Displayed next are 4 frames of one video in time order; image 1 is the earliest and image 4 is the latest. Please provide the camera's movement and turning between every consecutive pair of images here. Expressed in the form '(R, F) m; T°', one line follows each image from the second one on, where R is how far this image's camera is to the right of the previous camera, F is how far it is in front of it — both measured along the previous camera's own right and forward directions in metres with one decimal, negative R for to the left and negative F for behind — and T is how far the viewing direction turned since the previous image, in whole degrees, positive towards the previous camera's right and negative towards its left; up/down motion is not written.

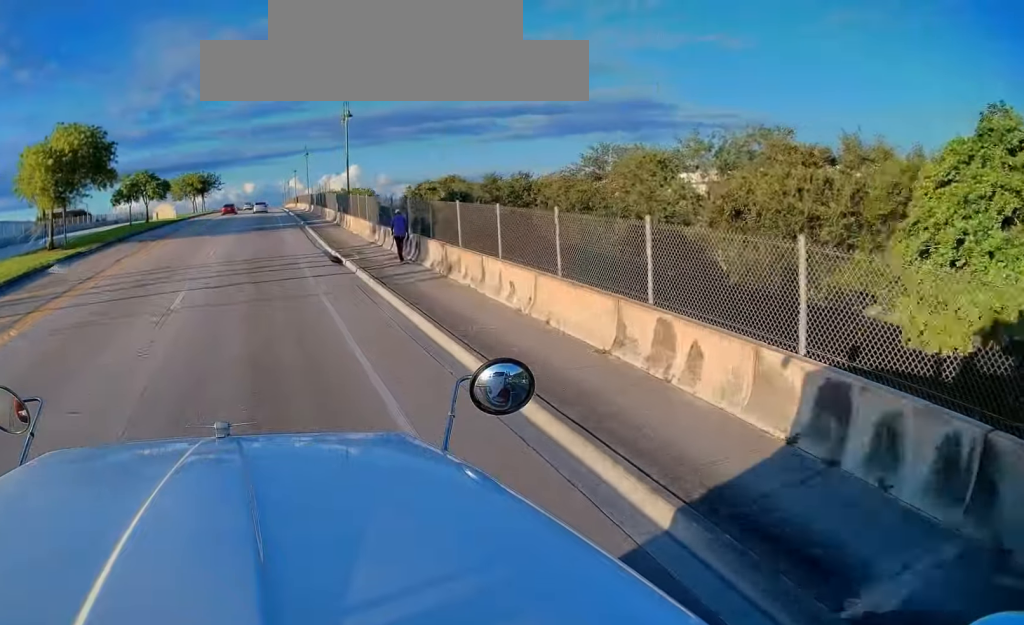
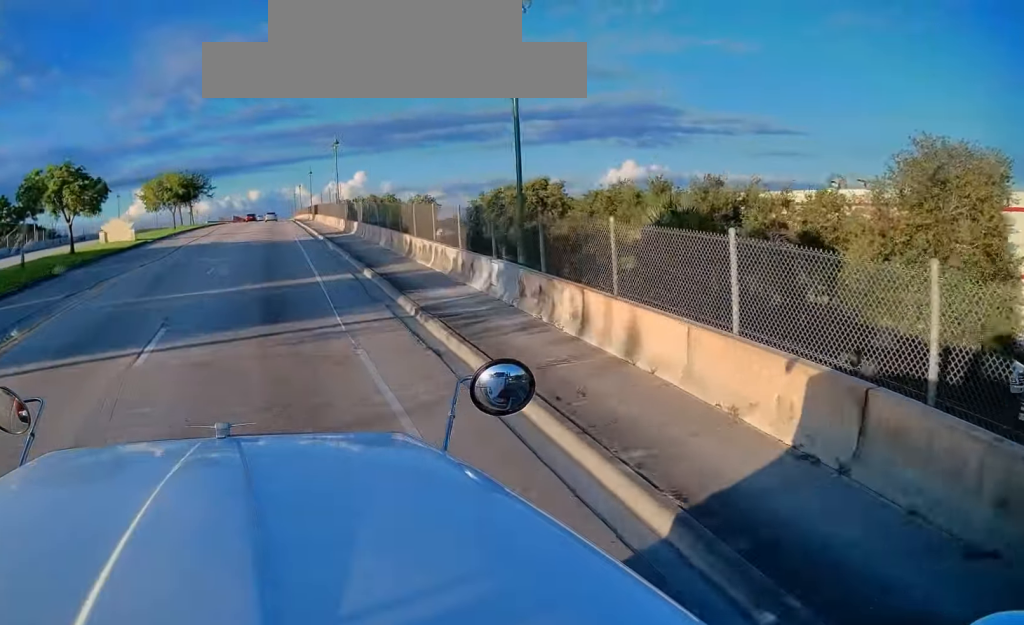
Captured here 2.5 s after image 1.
(-0.3, +31.0) m; 0°
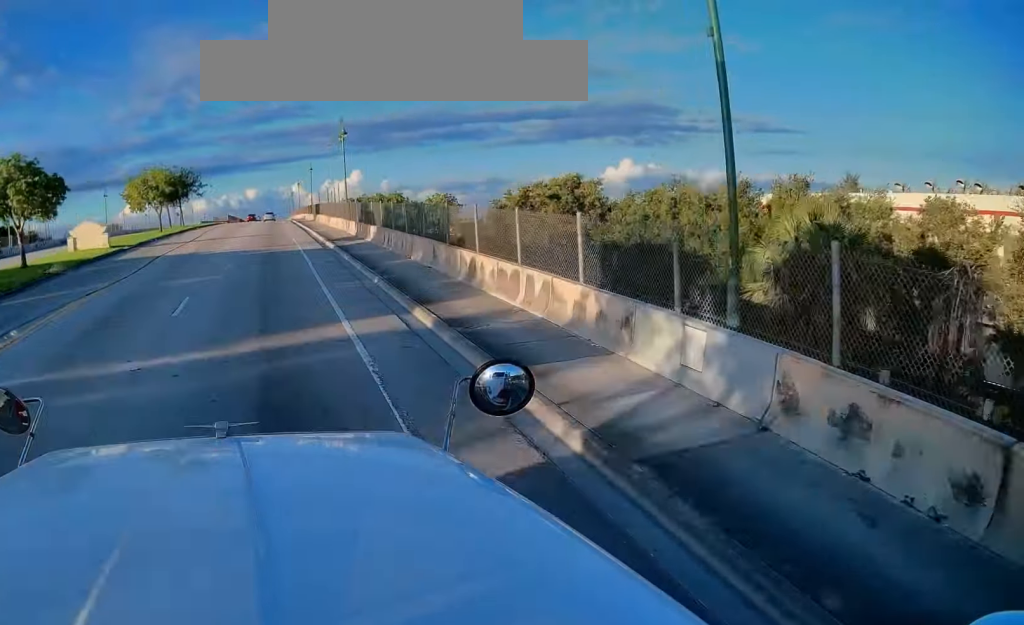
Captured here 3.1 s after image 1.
(-0.1, +9.0) m; 0°
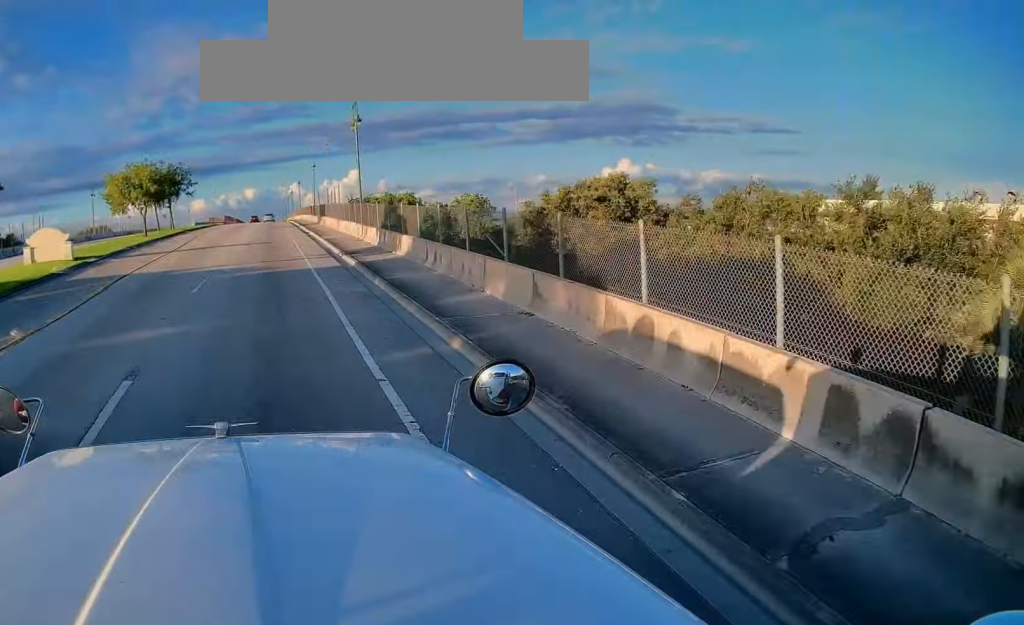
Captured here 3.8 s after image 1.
(+0.1, +9.8) m; 0°
